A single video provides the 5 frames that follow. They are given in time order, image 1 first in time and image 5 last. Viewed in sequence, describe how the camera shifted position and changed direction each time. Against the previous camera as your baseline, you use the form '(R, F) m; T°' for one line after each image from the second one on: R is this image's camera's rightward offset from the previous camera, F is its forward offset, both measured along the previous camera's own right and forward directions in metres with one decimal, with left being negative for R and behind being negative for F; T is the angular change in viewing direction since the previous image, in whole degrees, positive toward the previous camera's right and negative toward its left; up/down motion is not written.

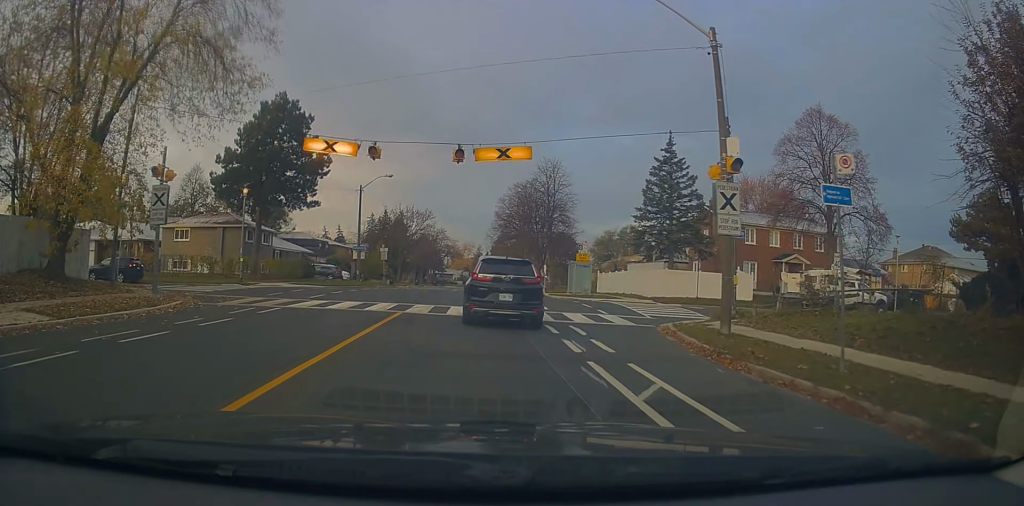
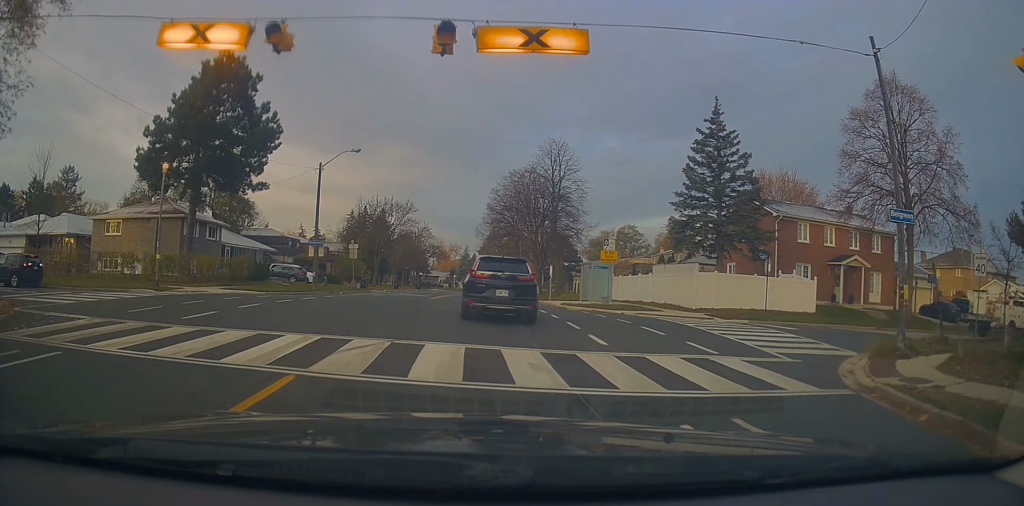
(+0.6, +10.1) m; +7°
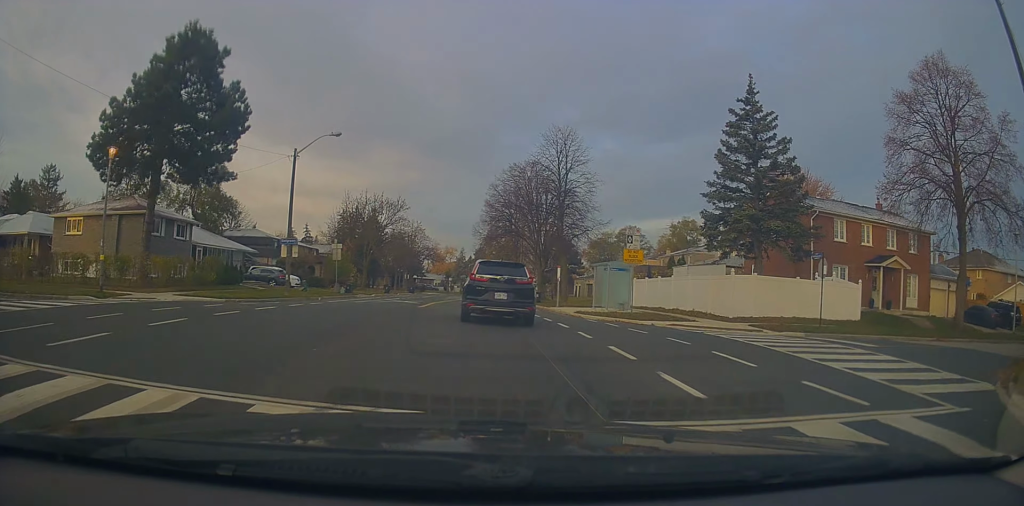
(+0.2, +4.5) m; +2°
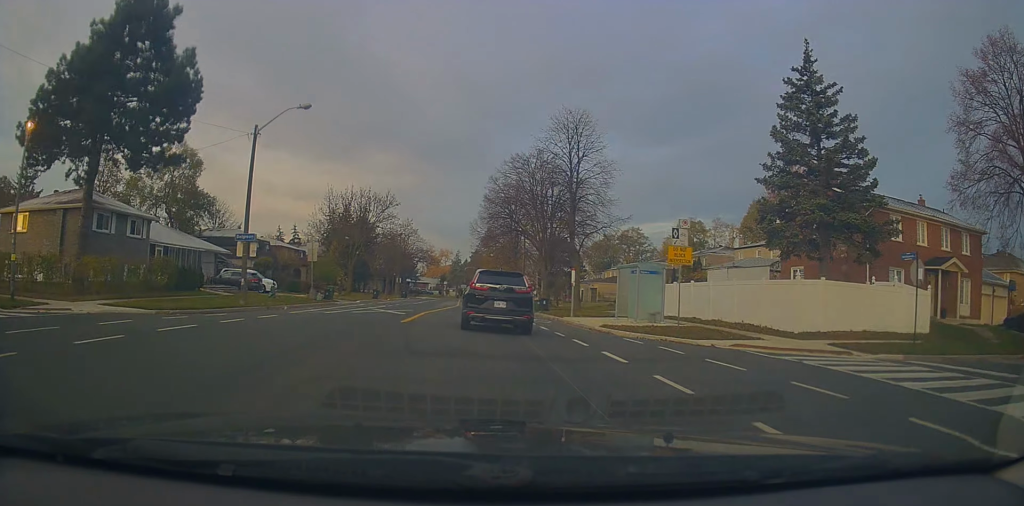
(+0.1, +5.4) m; +2°
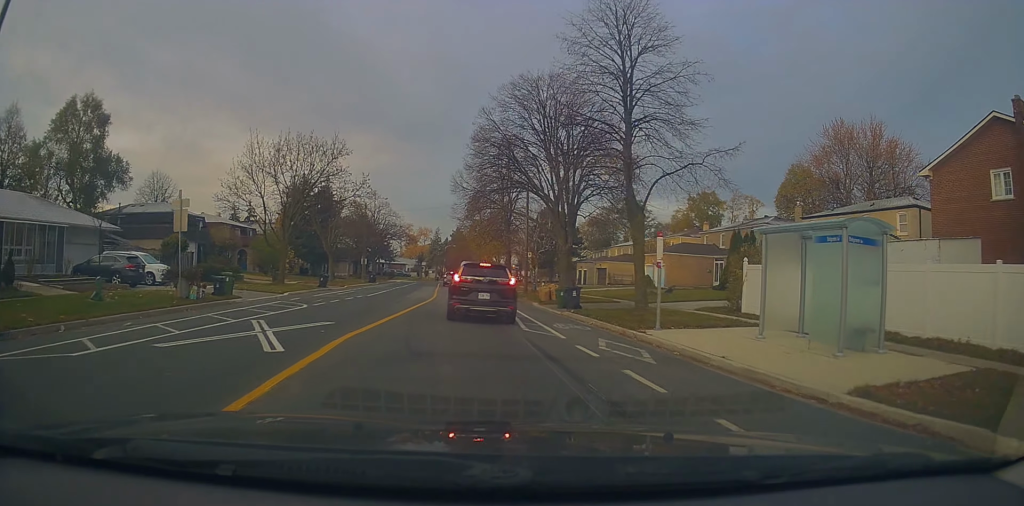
(0.0, +14.8) m; -2°
